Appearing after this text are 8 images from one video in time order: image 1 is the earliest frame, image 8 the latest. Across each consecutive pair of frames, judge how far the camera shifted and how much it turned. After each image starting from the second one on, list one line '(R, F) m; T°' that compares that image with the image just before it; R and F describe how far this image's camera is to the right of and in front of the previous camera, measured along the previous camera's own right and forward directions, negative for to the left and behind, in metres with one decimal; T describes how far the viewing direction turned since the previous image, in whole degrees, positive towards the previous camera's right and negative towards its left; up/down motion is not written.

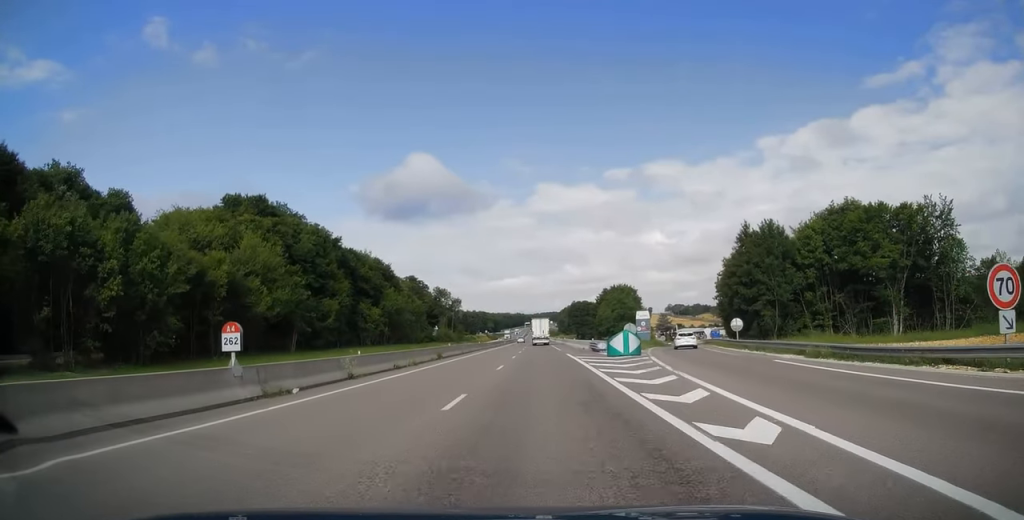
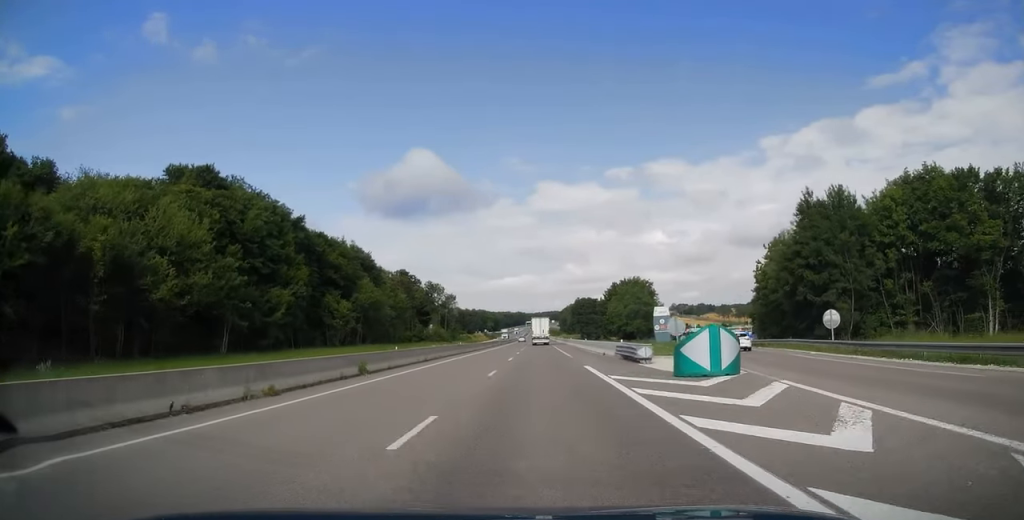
(0.0, +17.6) m; -1°
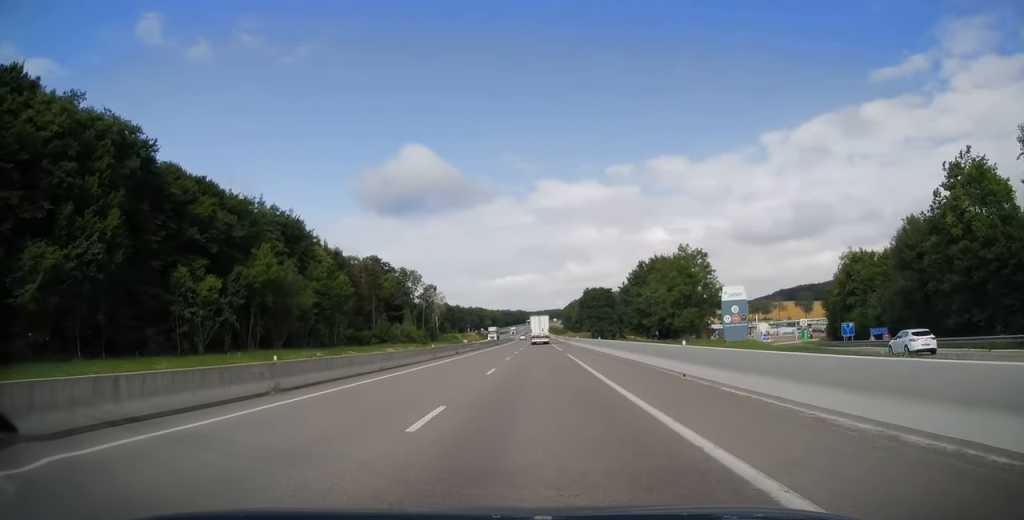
(-0.6, +38.9) m; -1°
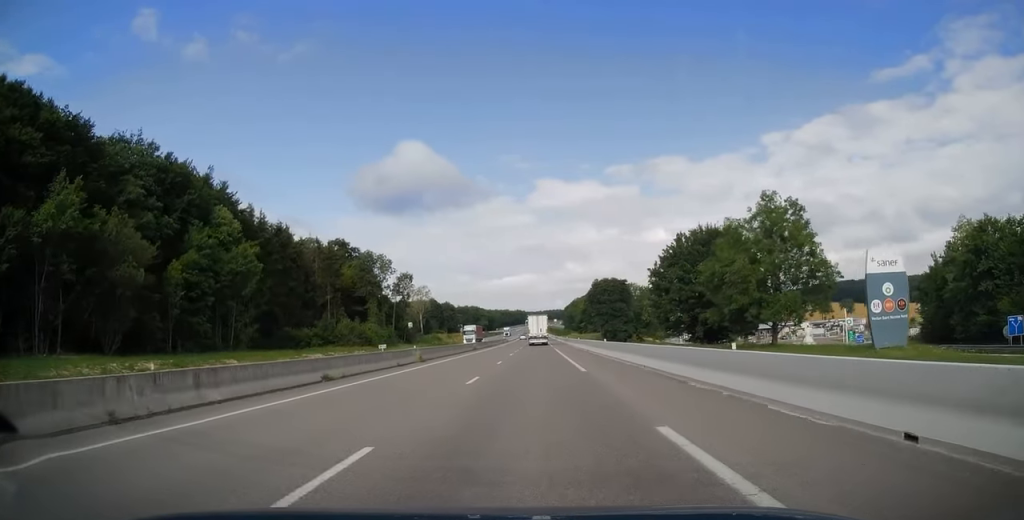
(+0.2, +30.6) m; +1°
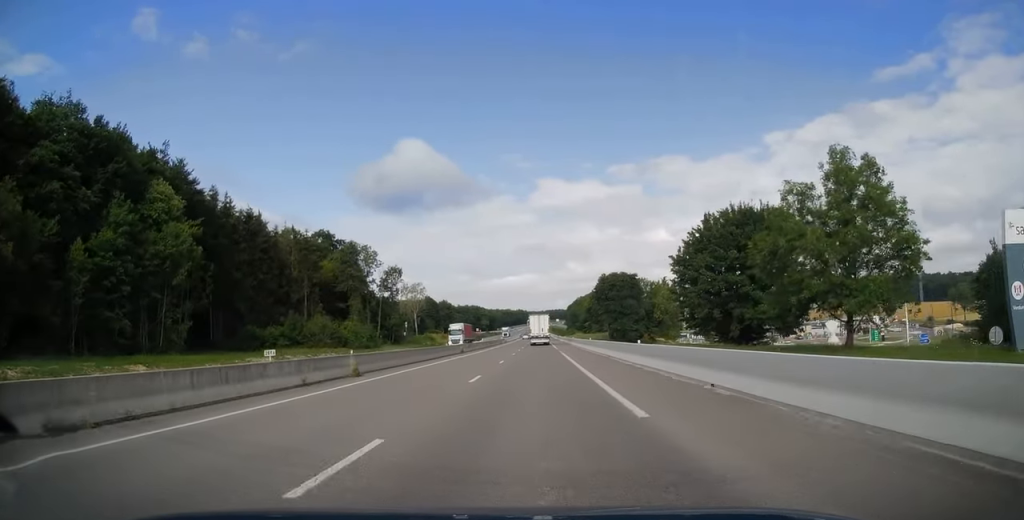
(+0.2, +12.5) m; 0°
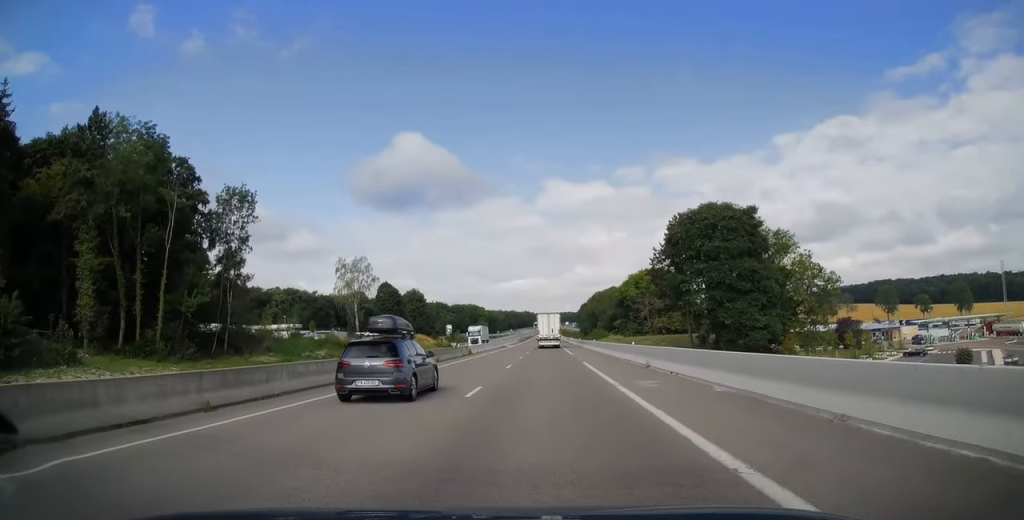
(-0.8, +70.4) m; -1°
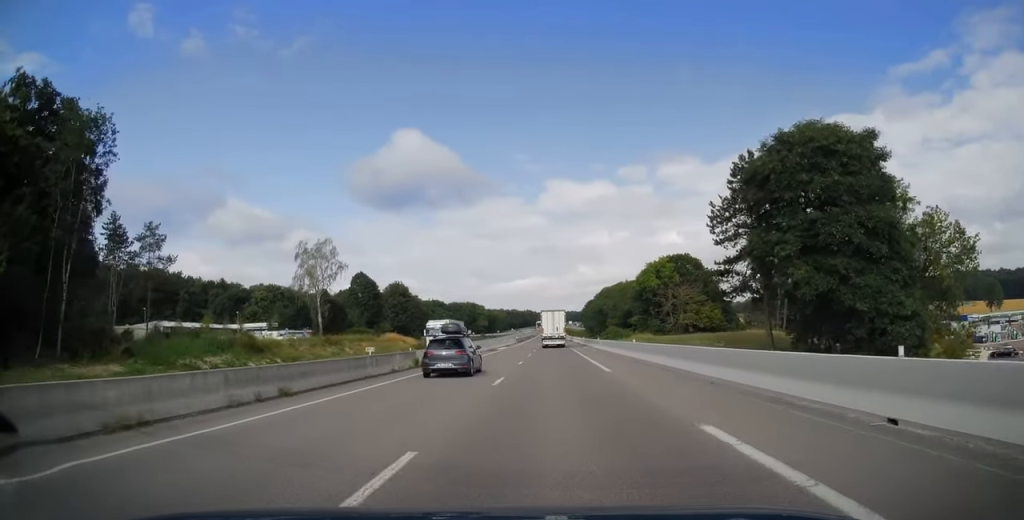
(0.0, +23.5) m; -1°
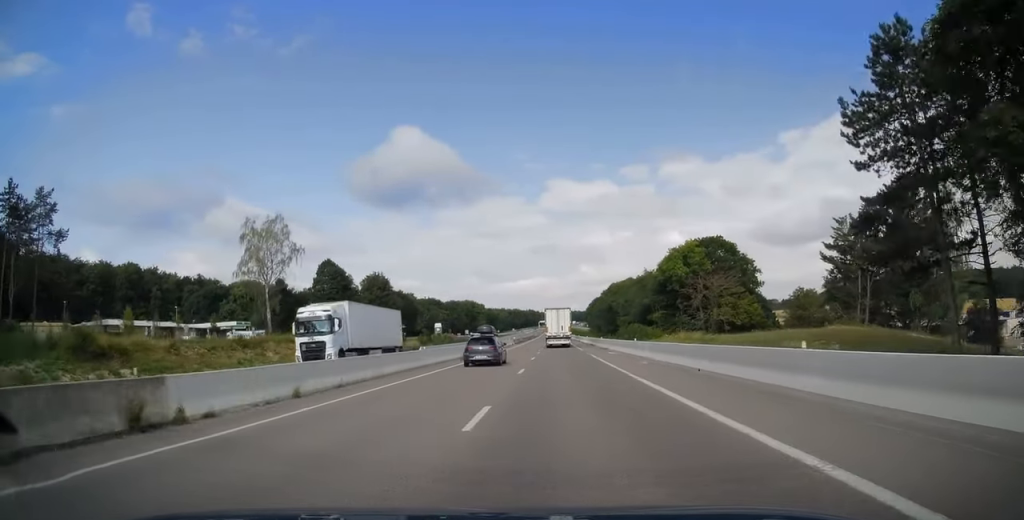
(-0.3, +21.7) m; 0°
